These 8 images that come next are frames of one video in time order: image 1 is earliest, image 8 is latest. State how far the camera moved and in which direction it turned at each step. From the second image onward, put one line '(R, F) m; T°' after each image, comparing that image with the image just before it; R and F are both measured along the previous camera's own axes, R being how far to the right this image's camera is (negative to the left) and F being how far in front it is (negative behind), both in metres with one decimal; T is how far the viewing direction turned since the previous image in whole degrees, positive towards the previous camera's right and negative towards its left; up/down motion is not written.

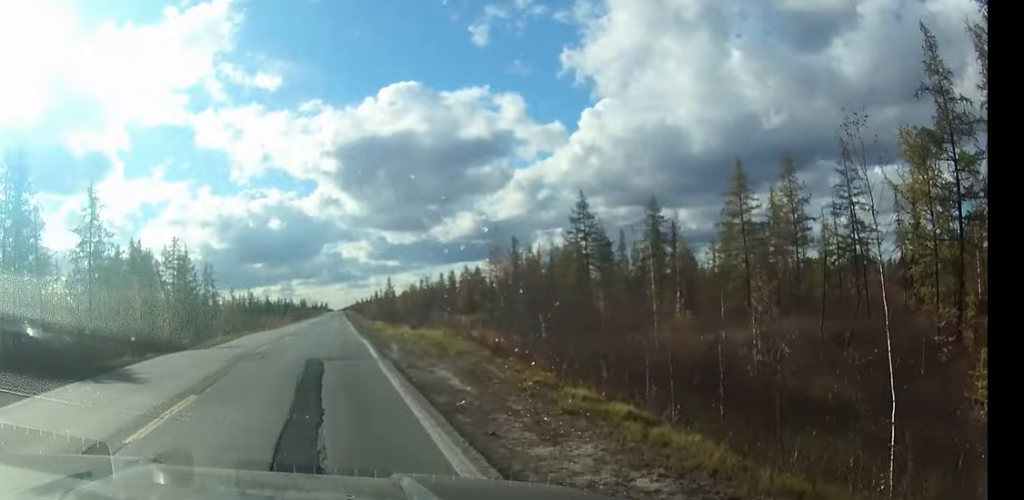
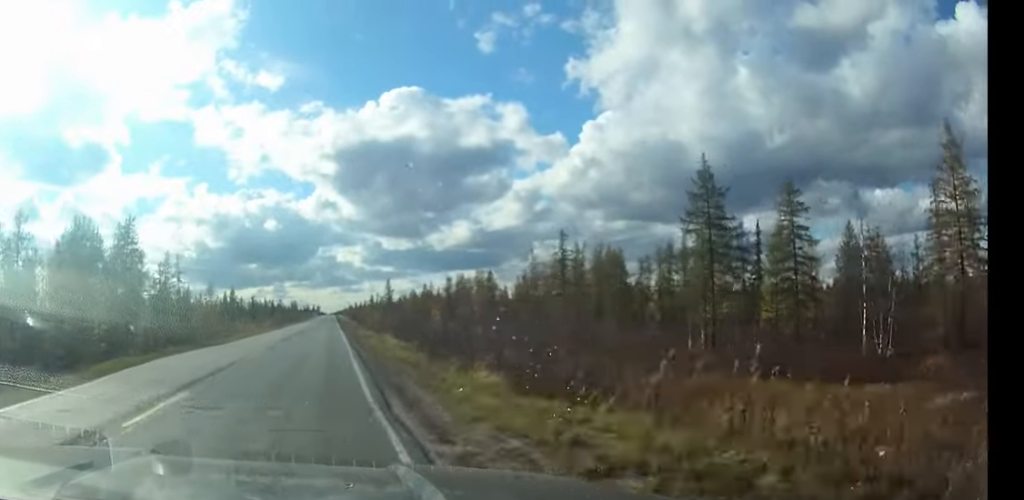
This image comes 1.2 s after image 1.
(-0.1, +22.0) m; -1°
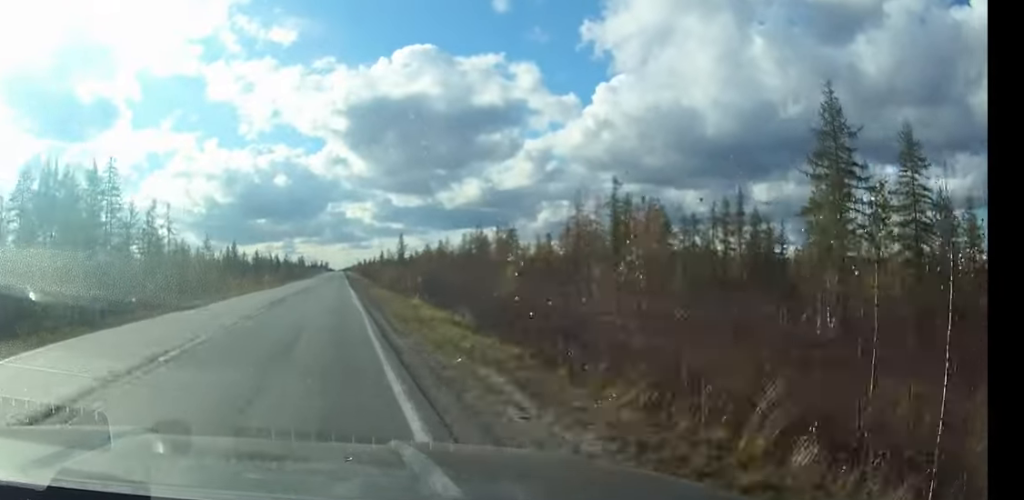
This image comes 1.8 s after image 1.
(-0.1, +10.7) m; 0°
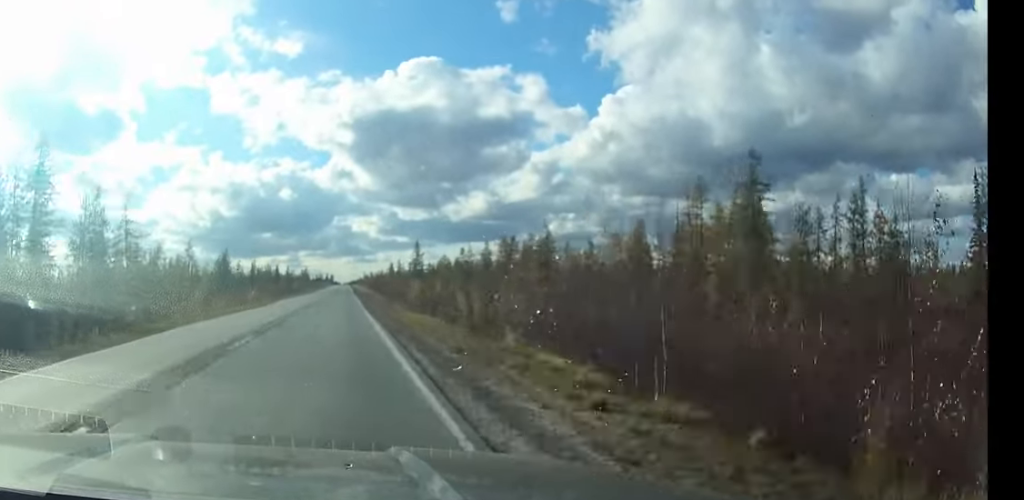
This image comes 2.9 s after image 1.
(-0.1, +21.0) m; 0°
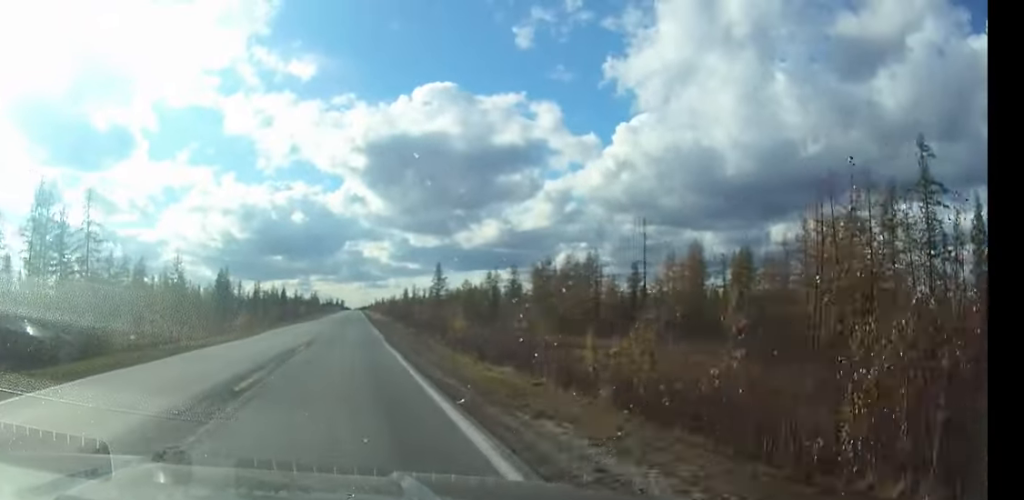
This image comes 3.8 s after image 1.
(-0.1, +15.4) m; 0°
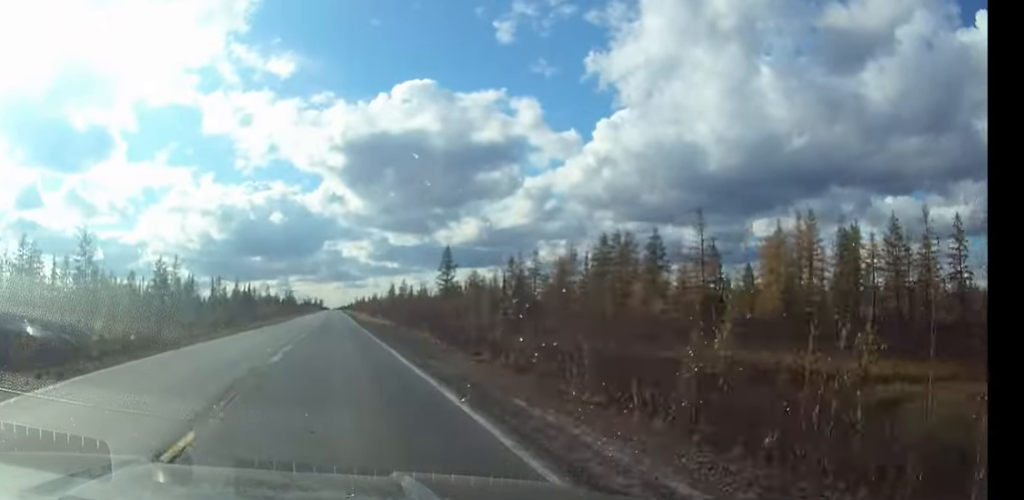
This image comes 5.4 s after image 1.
(+0.3, +30.4) m; +1°
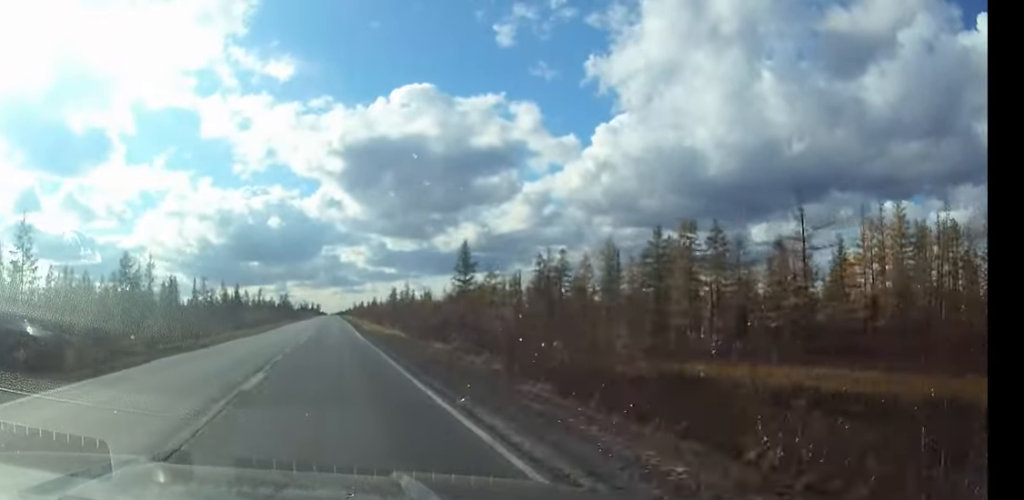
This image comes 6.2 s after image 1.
(0.0, +14.8) m; 0°
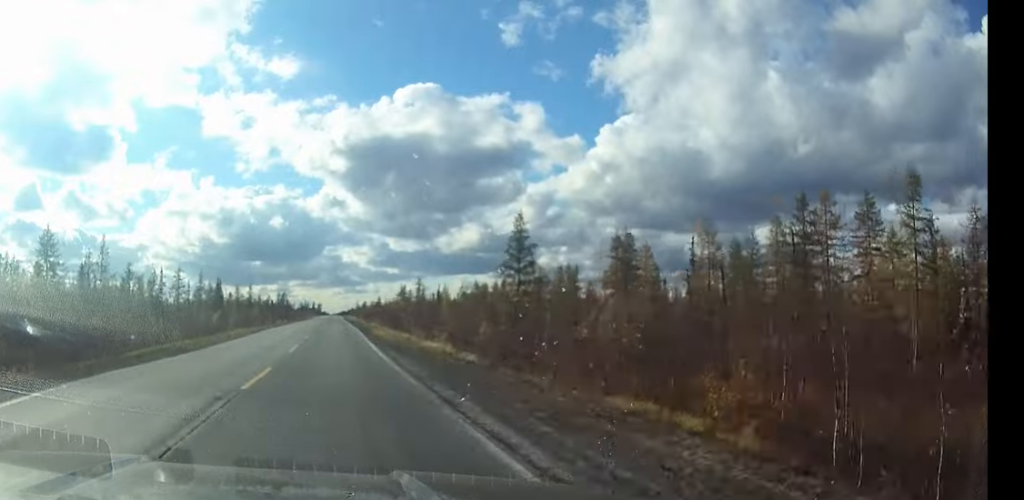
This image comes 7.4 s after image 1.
(0.0, +23.7) m; 0°
